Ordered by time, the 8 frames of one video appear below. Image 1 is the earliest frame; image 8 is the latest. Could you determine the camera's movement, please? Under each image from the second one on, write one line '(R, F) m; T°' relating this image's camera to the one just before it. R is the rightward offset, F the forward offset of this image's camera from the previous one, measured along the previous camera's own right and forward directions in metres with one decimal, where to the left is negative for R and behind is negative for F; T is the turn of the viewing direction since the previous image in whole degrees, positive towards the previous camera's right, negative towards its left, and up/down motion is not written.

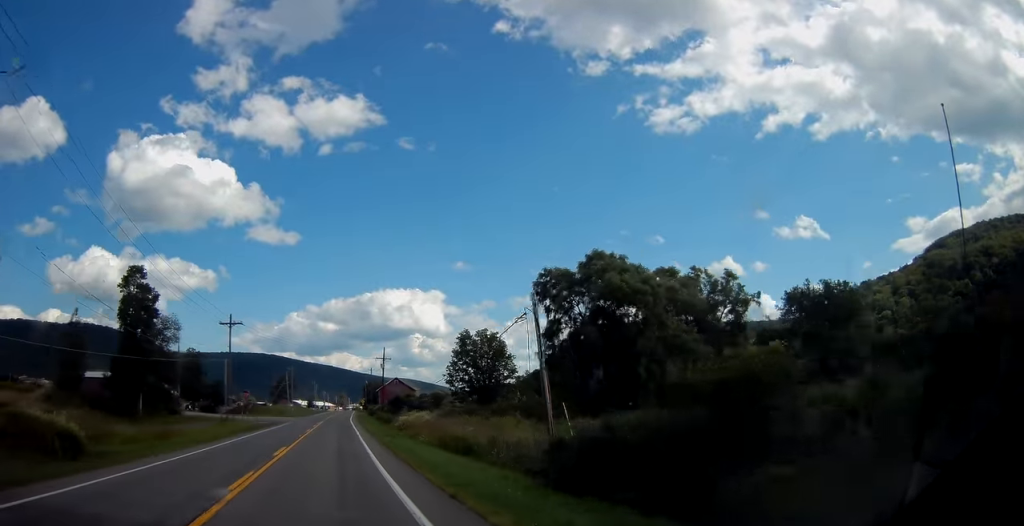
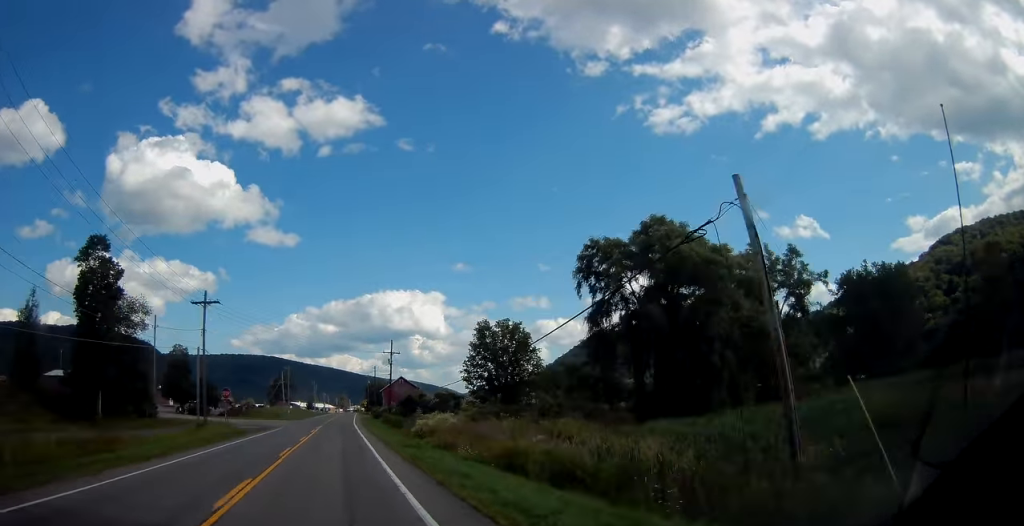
(+0.1, +11.8) m; 0°
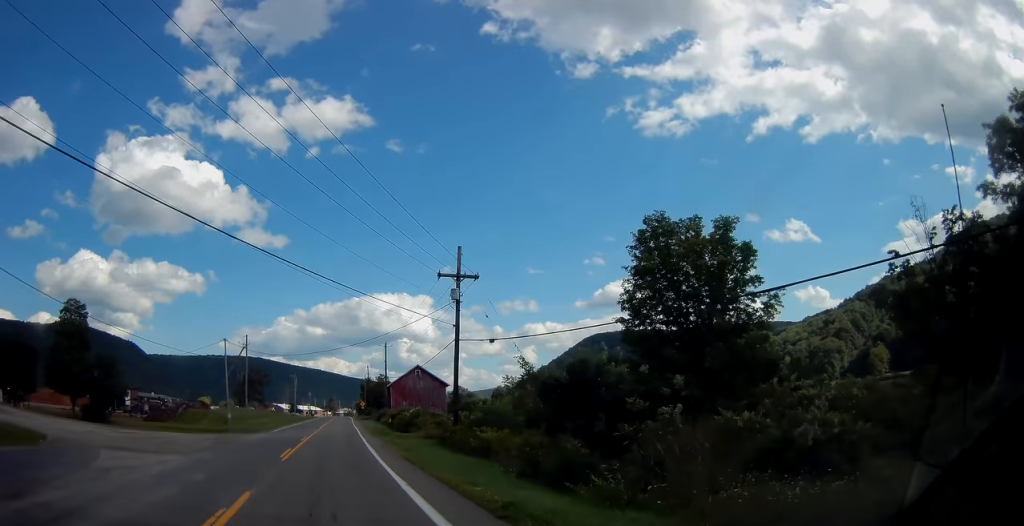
(-0.4, +48.8) m; 0°
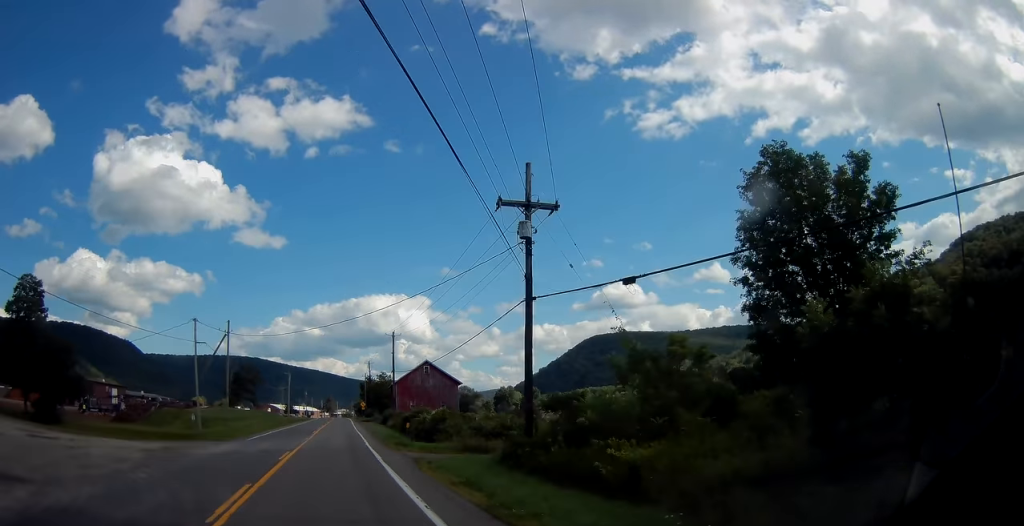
(+0.1, +12.6) m; 0°
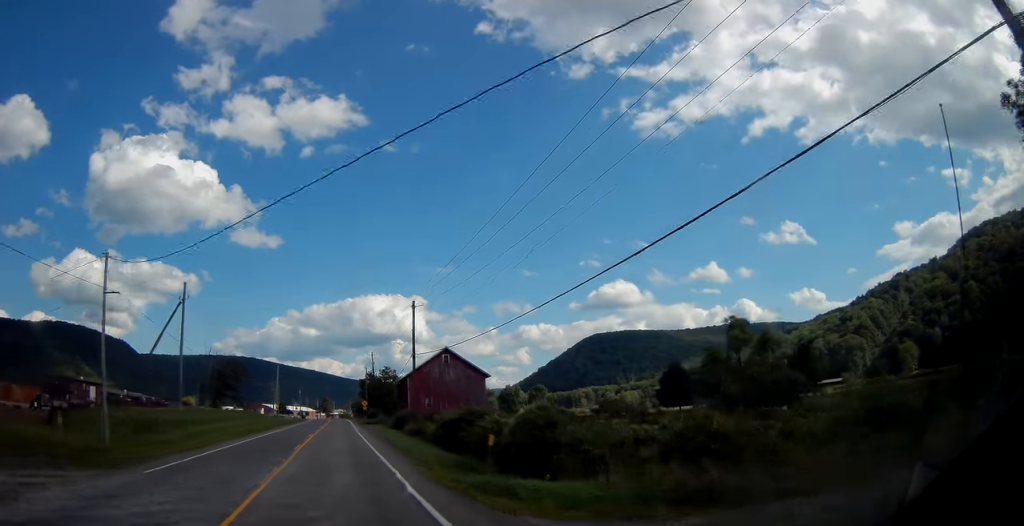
(+0.4, +19.4) m; 0°
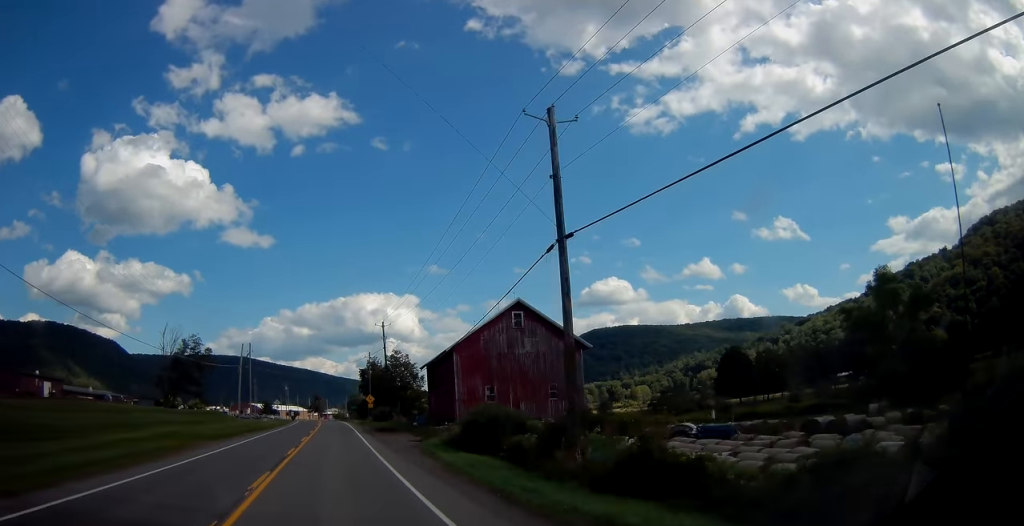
(-0.2, +32.8) m; +1°
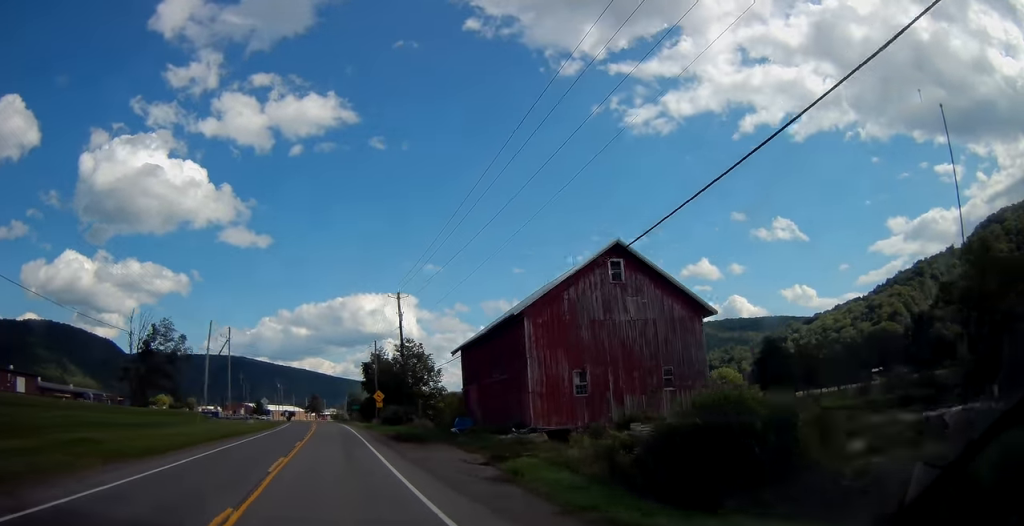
(+0.3, +16.8) m; +1°
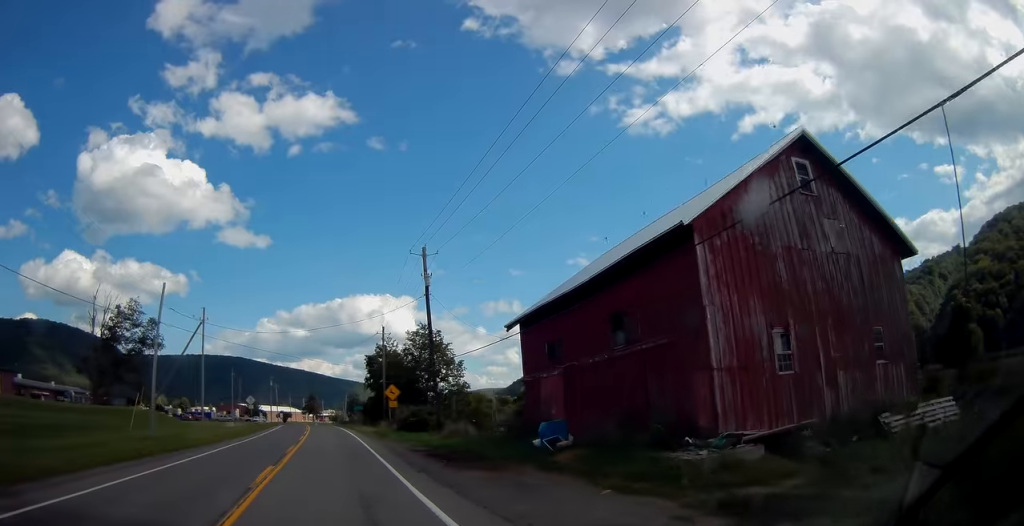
(+0.1, +14.3) m; 0°
